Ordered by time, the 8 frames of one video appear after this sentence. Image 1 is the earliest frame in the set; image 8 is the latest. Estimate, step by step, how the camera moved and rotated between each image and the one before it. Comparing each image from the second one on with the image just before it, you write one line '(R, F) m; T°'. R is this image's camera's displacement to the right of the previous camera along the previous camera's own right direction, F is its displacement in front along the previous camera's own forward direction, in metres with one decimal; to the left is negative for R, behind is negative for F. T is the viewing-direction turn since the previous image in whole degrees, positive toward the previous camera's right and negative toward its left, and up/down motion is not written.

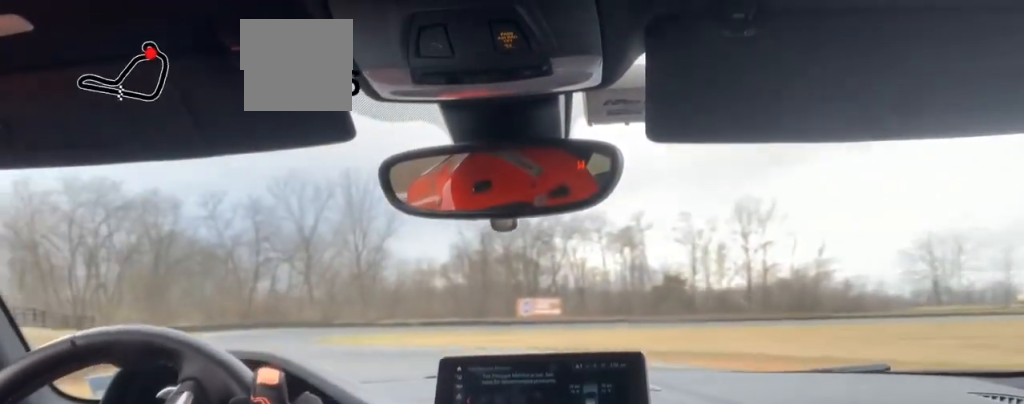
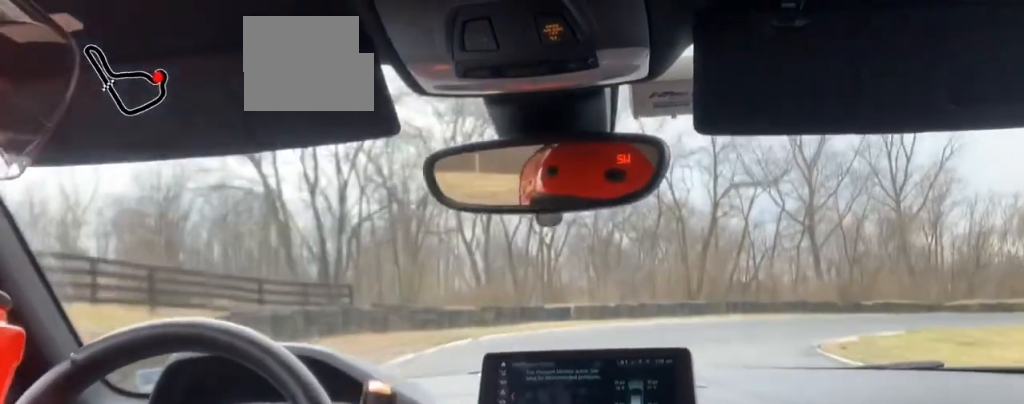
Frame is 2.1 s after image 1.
(+1.7, +27.2) m; +11°
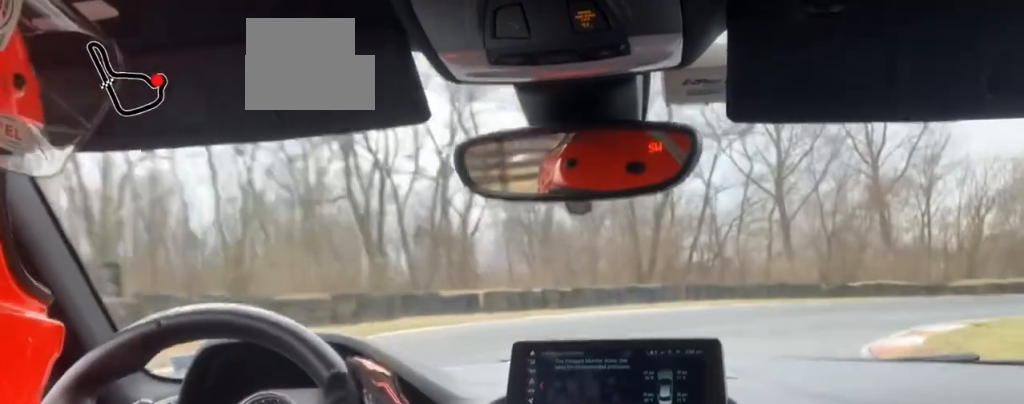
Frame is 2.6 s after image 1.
(+0.3, +5.8) m; +3°
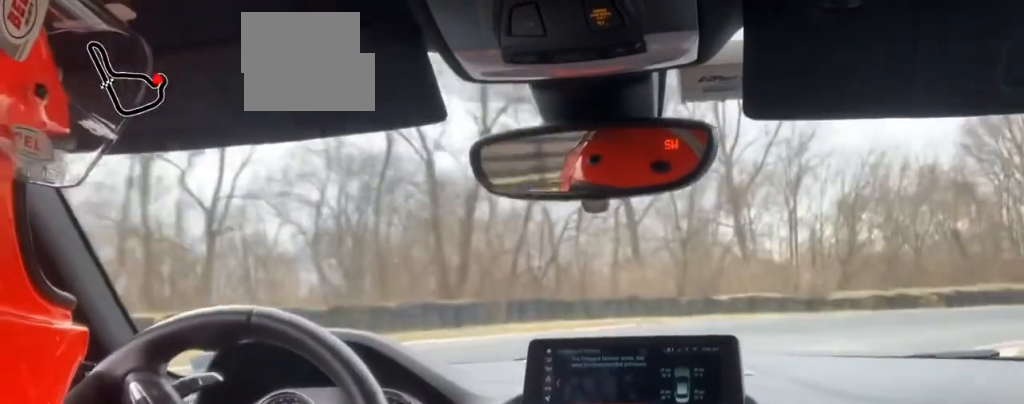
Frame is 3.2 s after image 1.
(0.0, +6.3) m; 0°
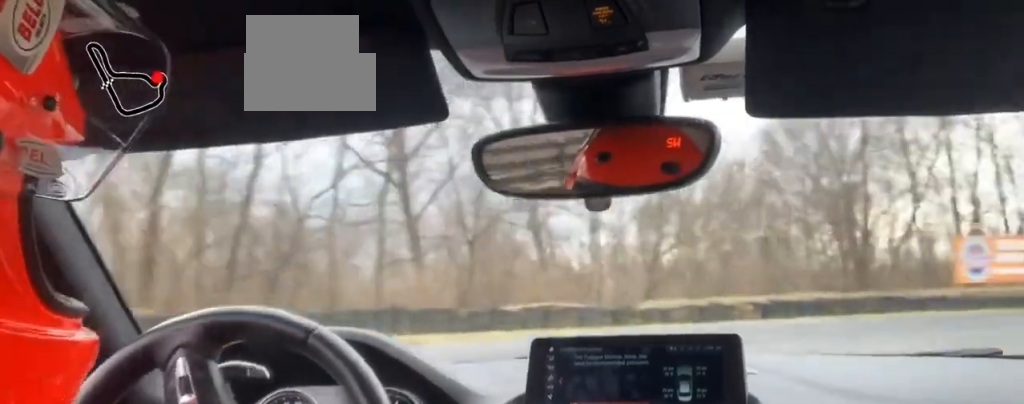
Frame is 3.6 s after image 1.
(0.0, +4.9) m; 0°
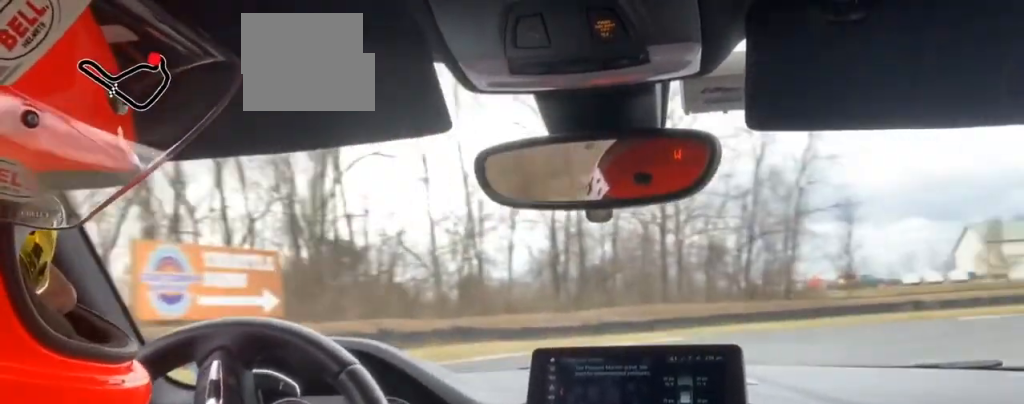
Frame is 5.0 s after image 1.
(0.0, +15.9) m; 0°
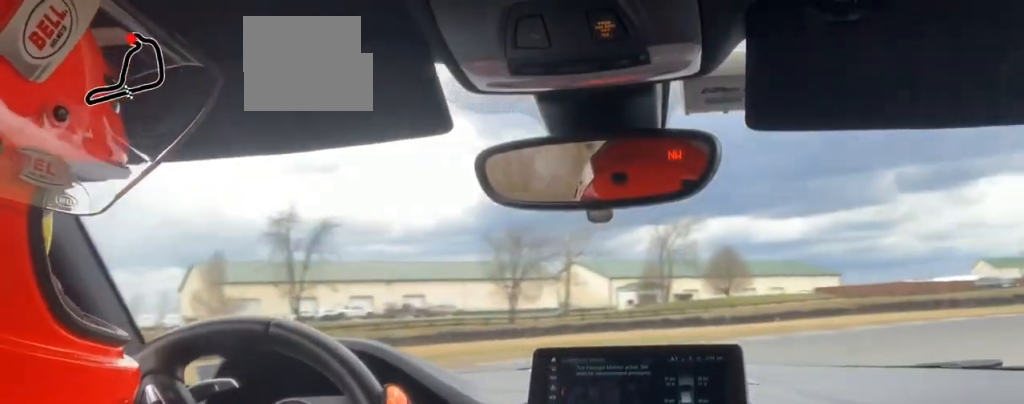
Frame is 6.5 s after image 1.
(0.0, +19.9) m; 0°
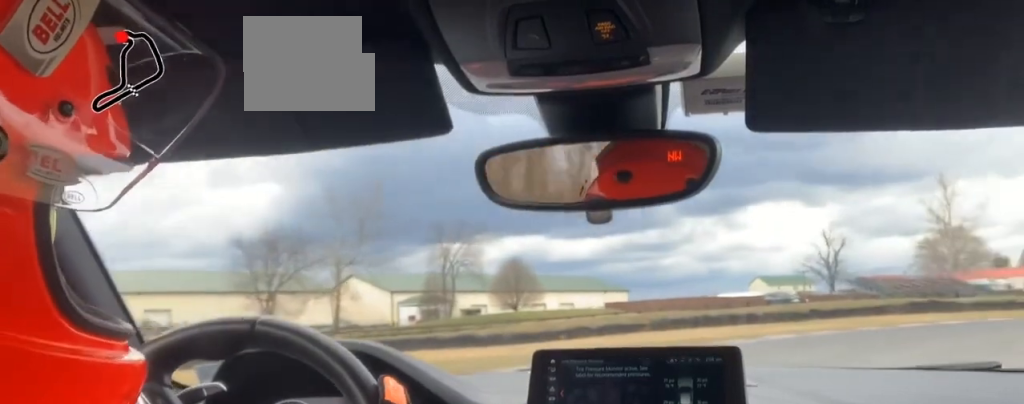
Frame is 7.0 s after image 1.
(0.0, +9.1) m; +3°
